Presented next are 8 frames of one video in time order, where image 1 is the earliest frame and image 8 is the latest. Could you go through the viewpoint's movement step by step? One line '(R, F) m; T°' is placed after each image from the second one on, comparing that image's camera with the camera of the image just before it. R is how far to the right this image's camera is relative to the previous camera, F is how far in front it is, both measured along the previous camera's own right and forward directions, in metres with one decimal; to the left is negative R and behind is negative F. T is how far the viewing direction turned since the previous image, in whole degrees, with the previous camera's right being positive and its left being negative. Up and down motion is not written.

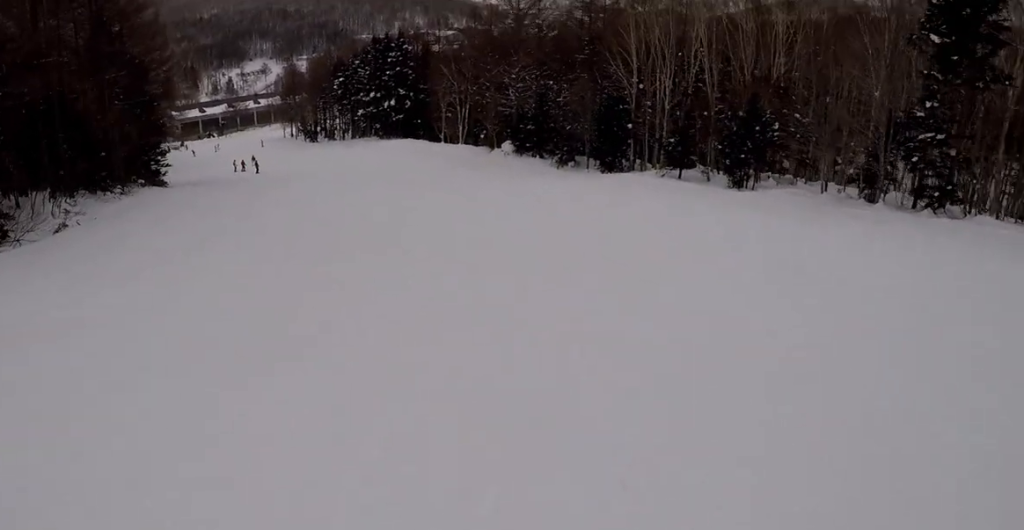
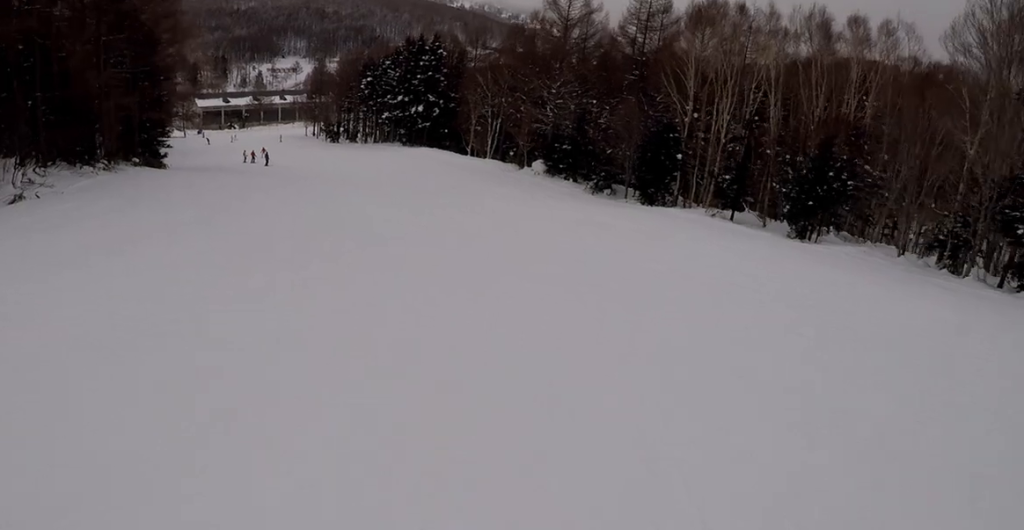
(+0.6, +5.4) m; -2°
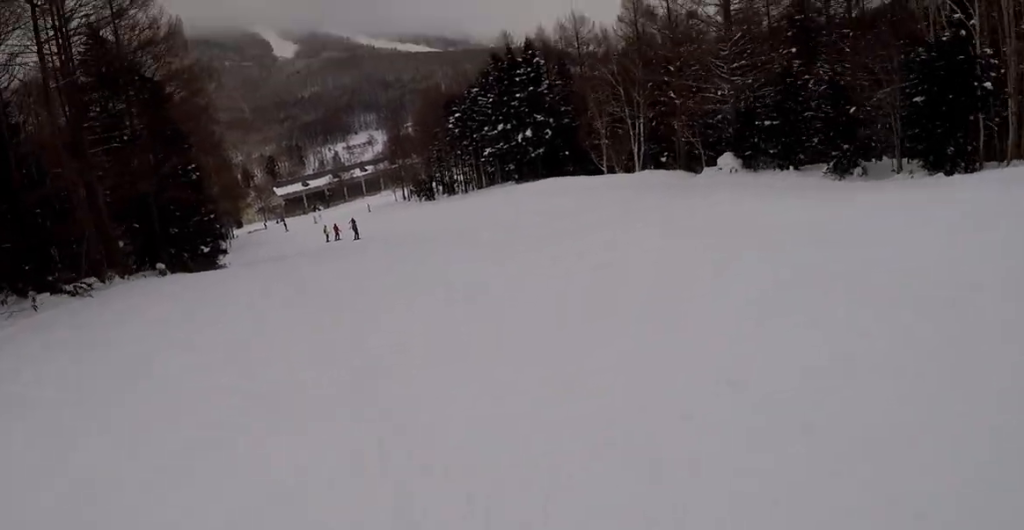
(-2.1, +19.8) m; -2°
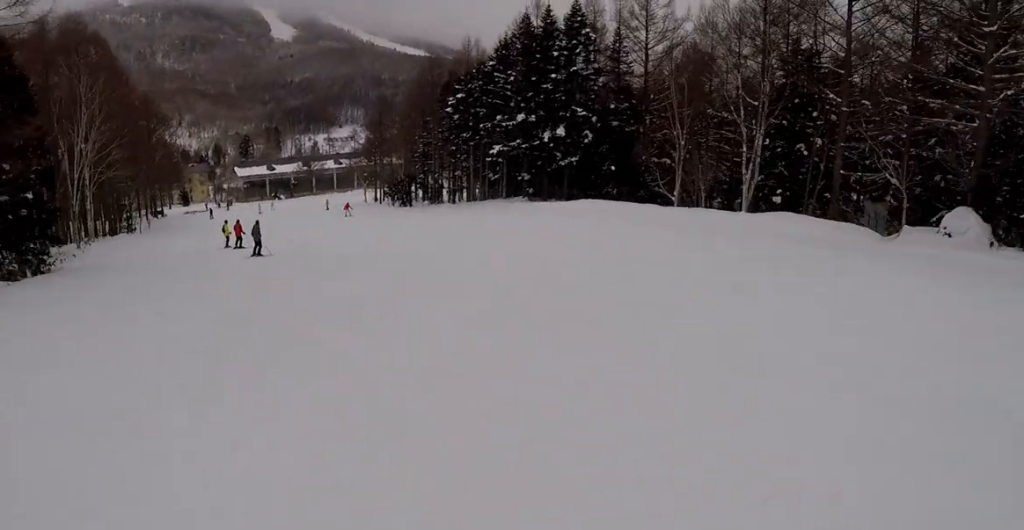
(+1.2, +24.7) m; +1°
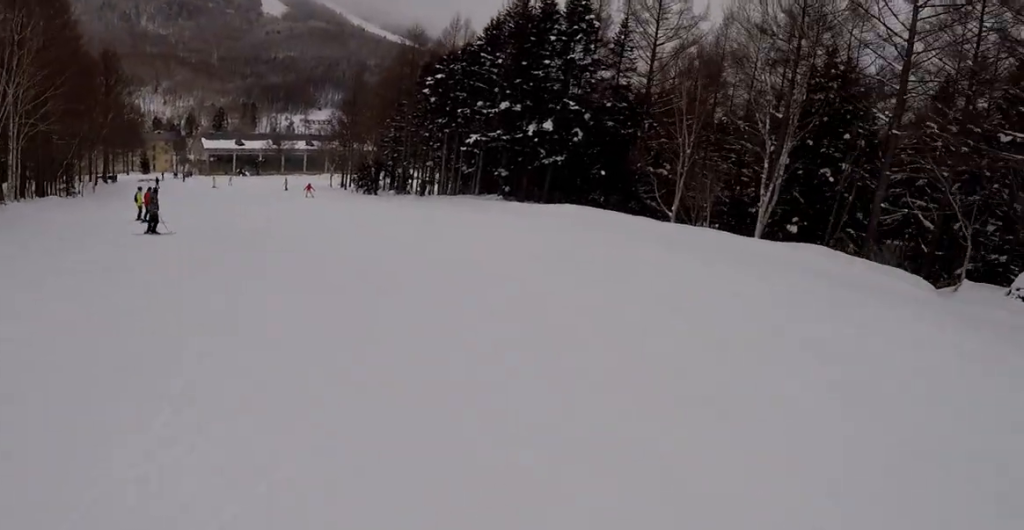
(+0.3, +6.4) m; -2°
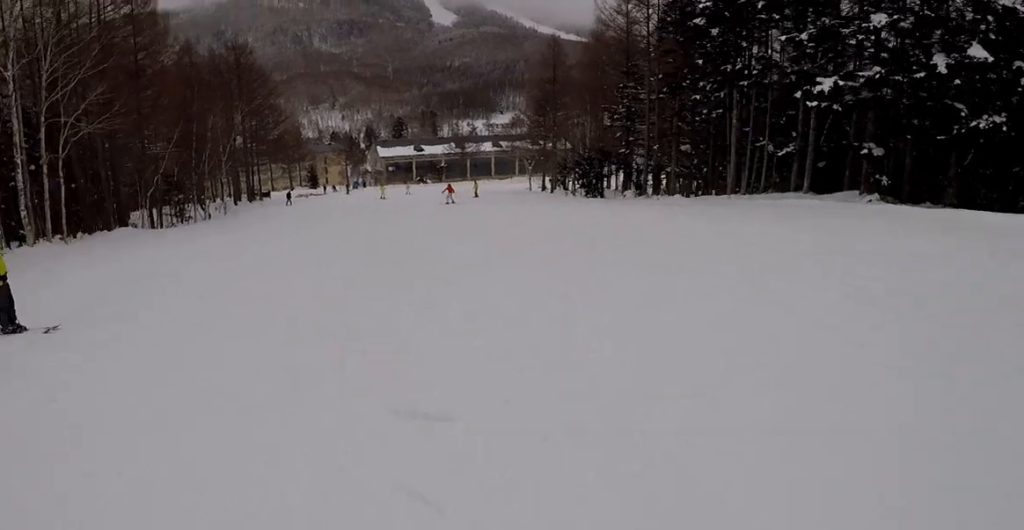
(-5.0, +23.3) m; -15°
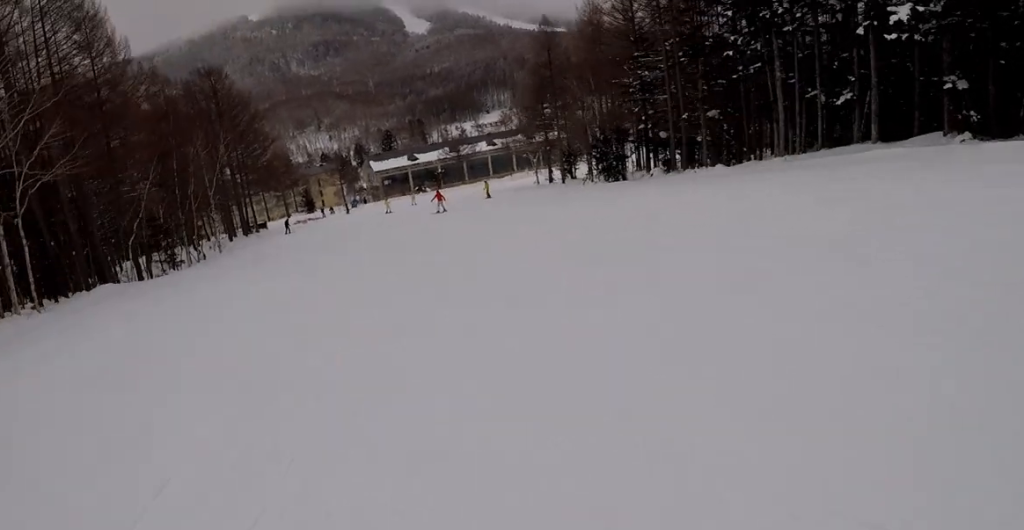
(-0.3, +5.0) m; +2°
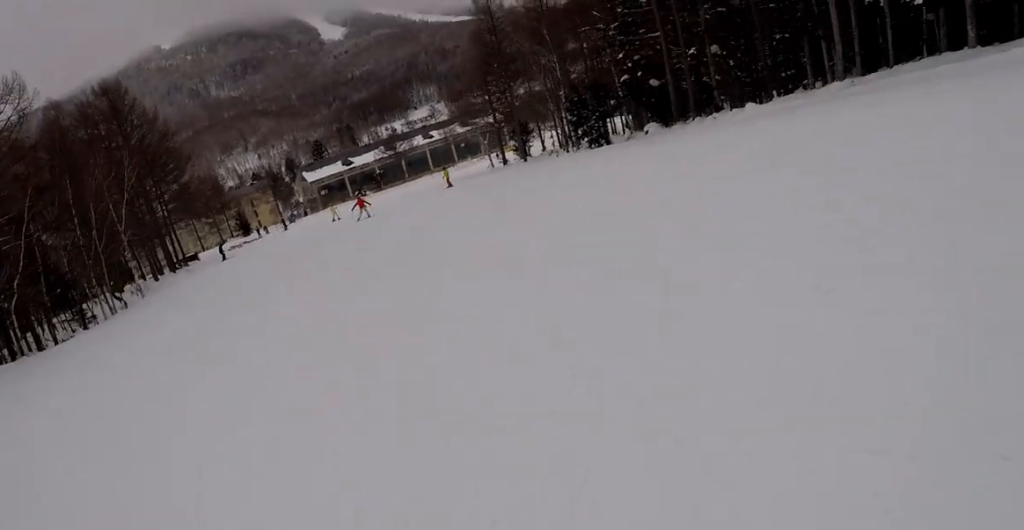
(+1.0, +9.1) m; +9°
